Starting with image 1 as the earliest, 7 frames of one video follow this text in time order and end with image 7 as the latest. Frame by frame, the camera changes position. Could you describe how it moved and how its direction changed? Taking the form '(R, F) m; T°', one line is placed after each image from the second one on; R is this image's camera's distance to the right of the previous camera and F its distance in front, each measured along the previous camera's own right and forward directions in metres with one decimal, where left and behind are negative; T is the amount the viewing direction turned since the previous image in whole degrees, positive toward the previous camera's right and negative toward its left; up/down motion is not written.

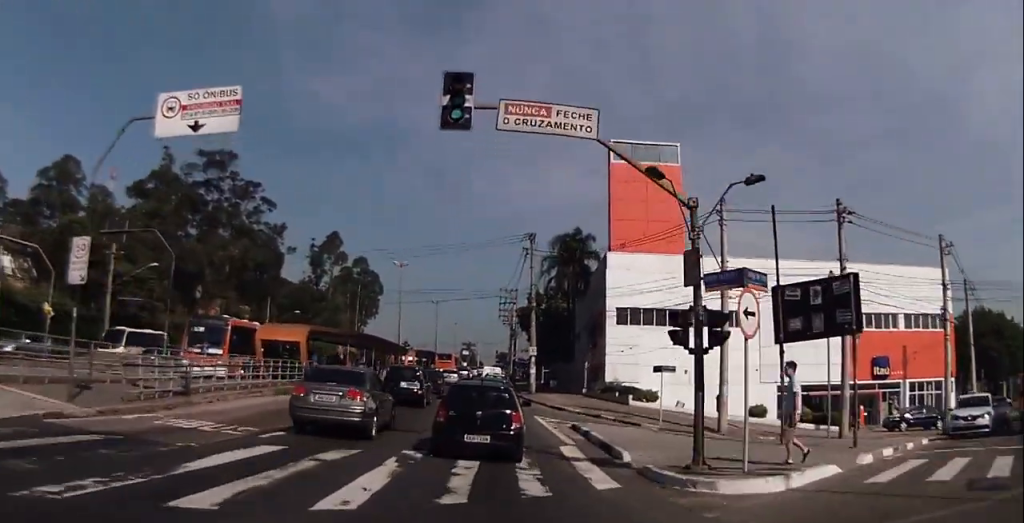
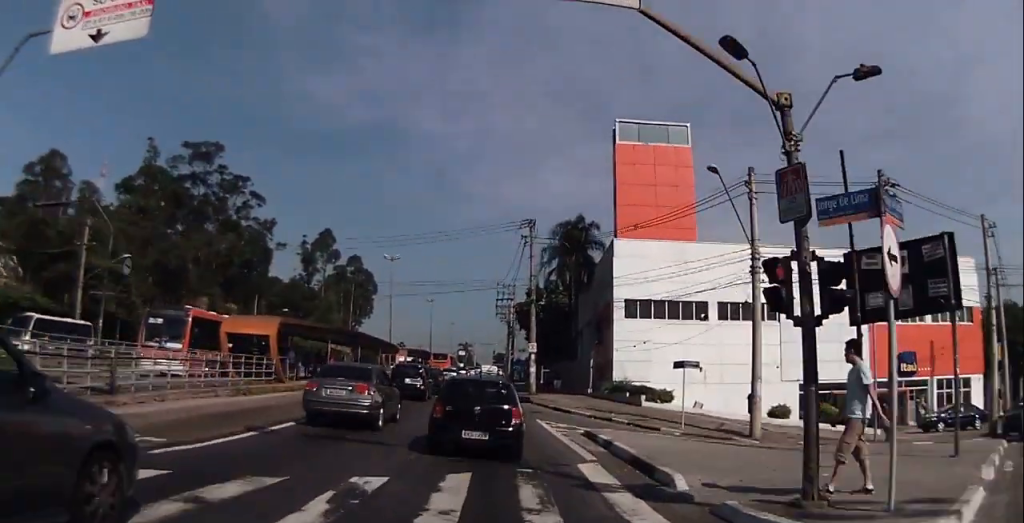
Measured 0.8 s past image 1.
(0.0, +4.3) m; -4°
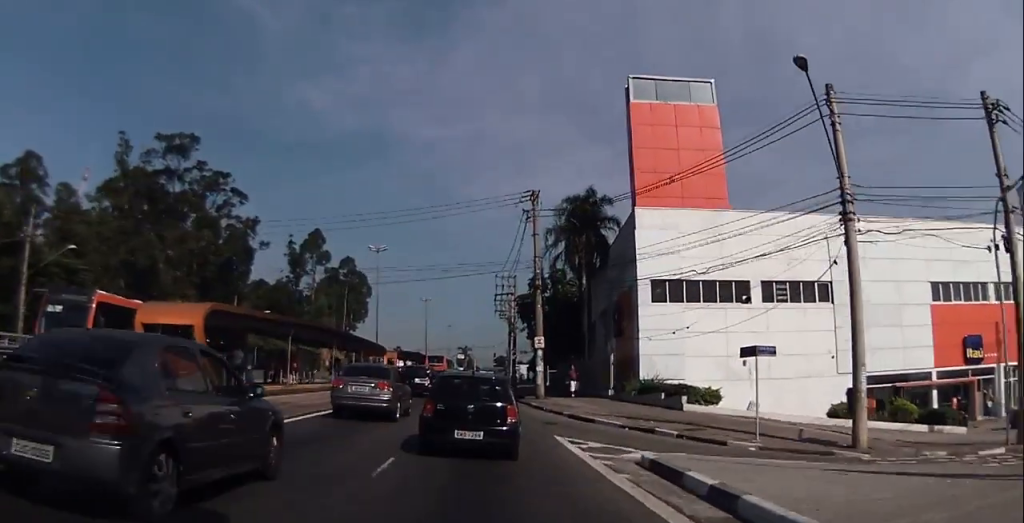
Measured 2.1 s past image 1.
(-0.5, +8.1) m; 0°
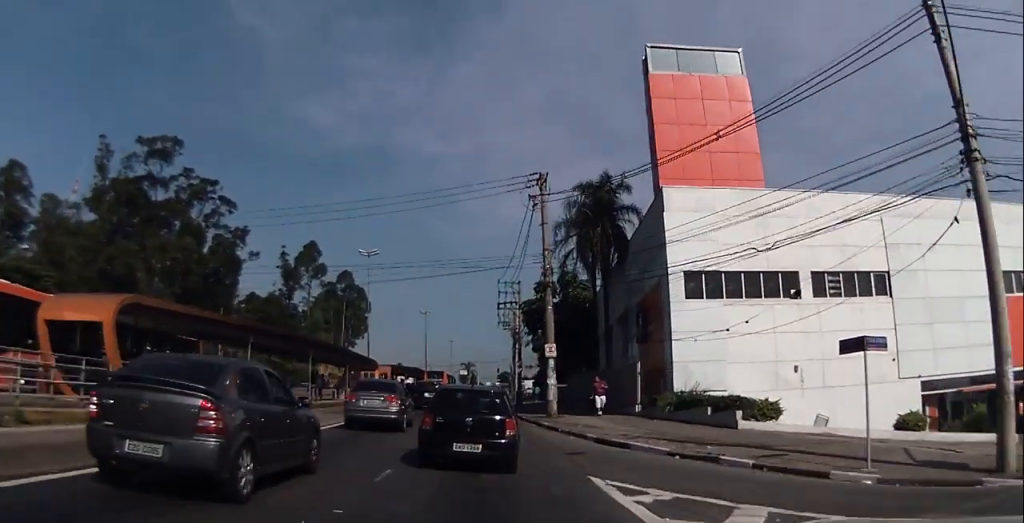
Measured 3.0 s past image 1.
(+0.3, +6.0) m; +2°
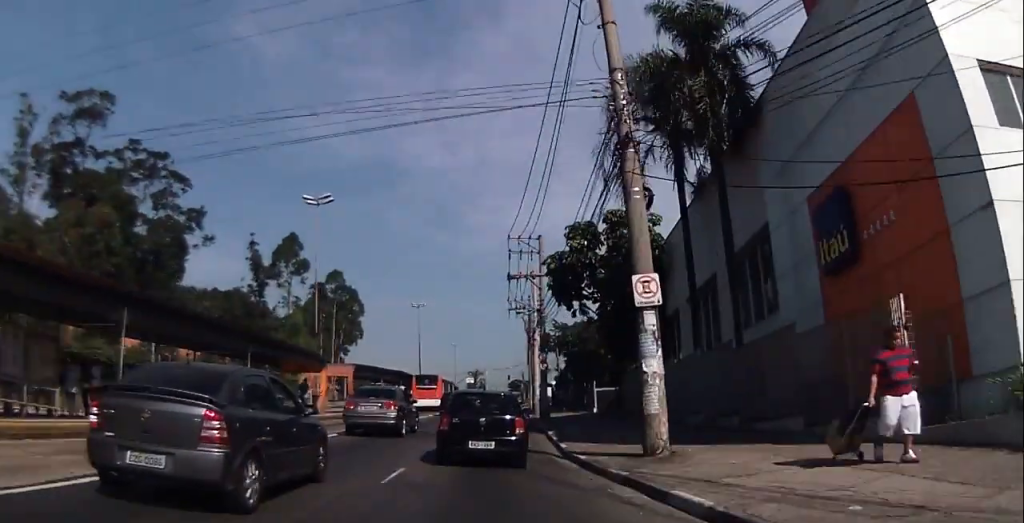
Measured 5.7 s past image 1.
(-0.4, +19.9) m; 0°
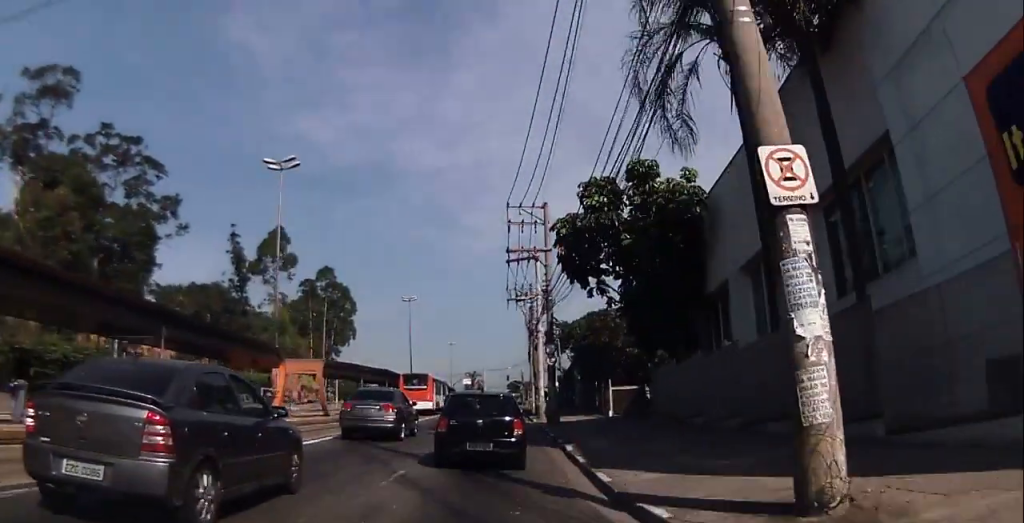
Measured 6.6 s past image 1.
(-0.1, +6.4) m; -3°
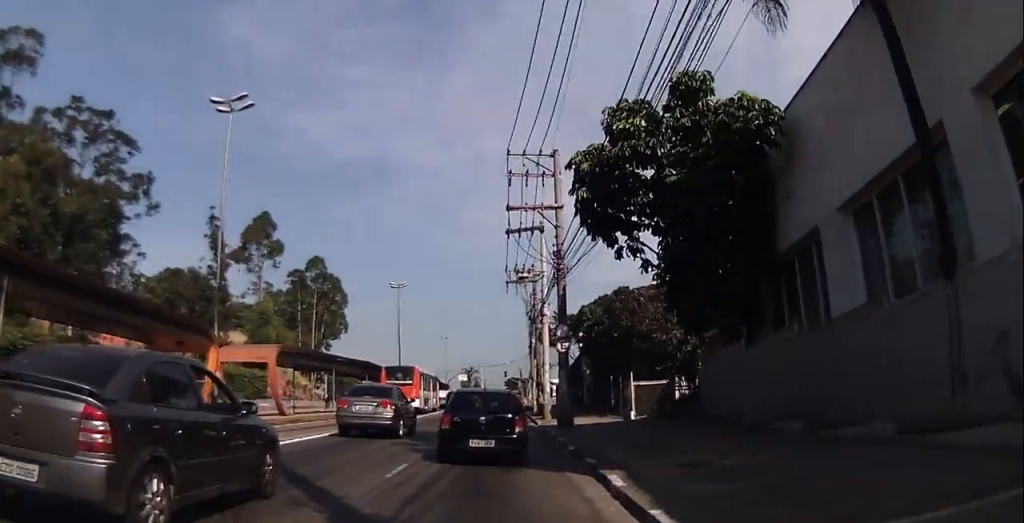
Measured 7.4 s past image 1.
(-0.2, +6.9) m; 0°
